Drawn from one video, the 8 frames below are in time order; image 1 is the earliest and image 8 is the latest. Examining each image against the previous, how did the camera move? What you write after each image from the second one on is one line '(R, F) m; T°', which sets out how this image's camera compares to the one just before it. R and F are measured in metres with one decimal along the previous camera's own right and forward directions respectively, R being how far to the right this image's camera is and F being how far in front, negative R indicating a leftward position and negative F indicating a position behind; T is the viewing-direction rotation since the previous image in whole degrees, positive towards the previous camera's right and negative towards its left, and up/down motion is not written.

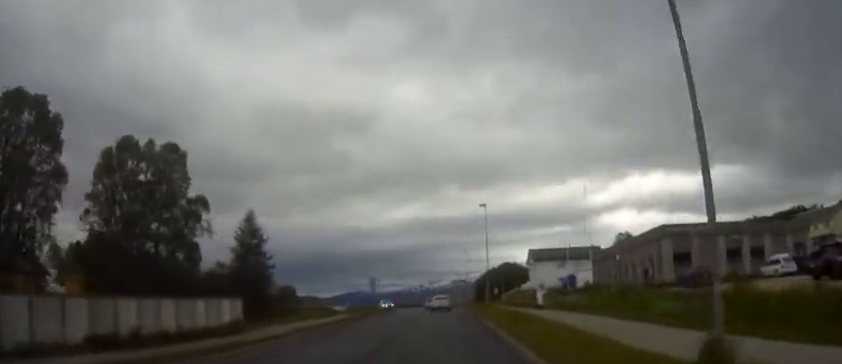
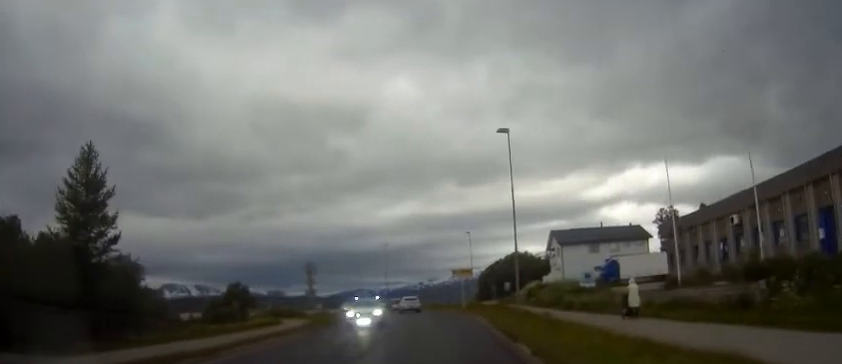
(+0.2, +26.5) m; +1°
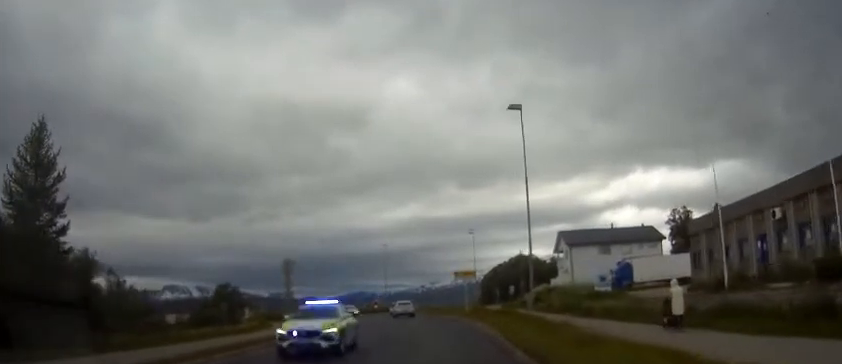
(0.0, +5.0) m; 0°
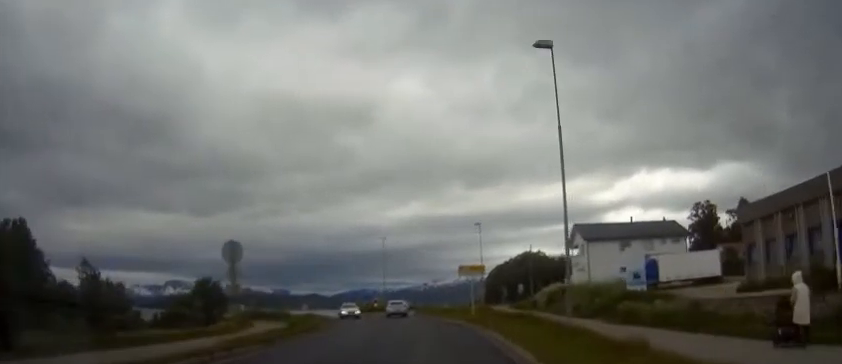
(-0.1, +7.7) m; -1°
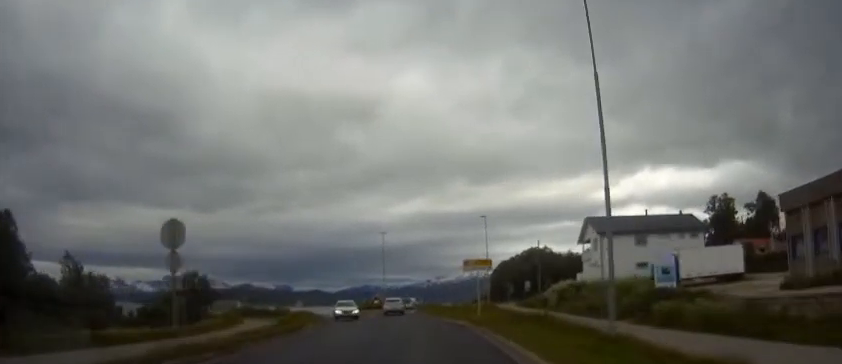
(0.0, +5.1) m; 0°
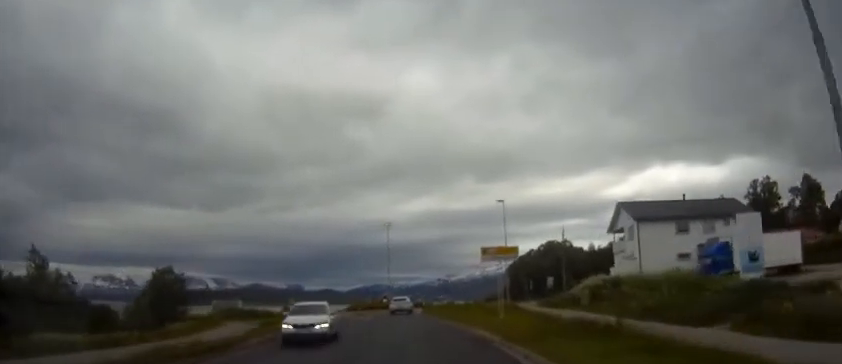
(0.0, +9.7) m; -1°
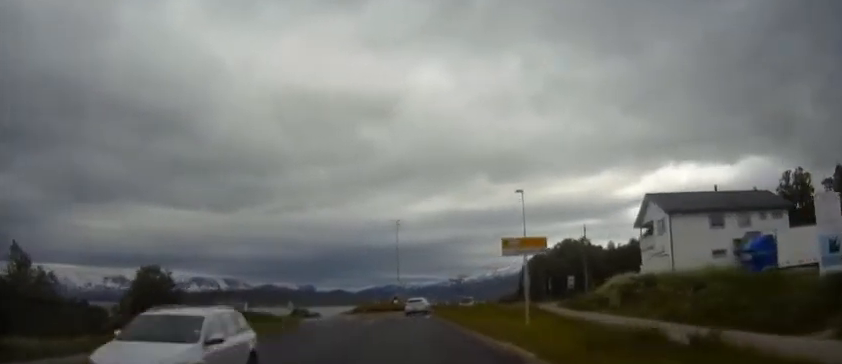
(+0.1, +5.6) m; -1°
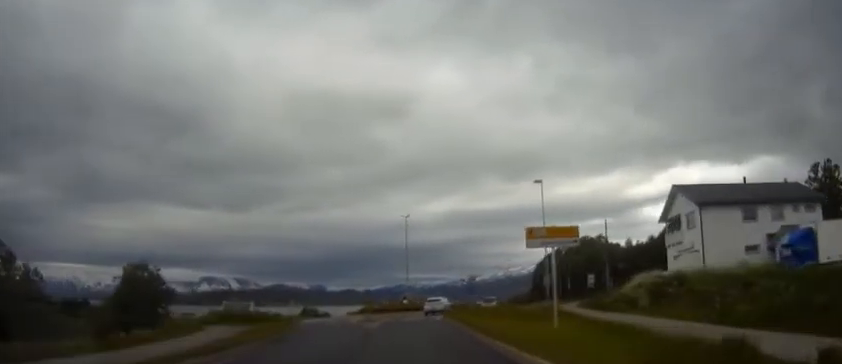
(-0.1, +4.3) m; -1°
